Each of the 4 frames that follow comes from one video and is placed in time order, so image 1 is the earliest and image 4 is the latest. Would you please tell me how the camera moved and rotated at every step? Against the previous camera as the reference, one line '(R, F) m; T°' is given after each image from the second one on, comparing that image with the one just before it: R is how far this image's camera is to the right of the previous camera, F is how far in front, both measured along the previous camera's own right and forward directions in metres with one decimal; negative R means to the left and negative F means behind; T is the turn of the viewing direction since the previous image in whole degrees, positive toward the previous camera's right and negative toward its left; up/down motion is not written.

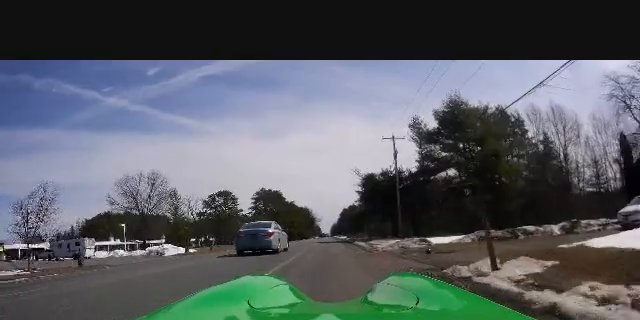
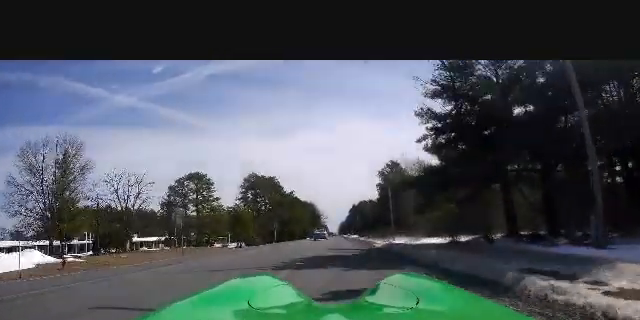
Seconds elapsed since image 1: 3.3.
(+1.0, +27.6) m; -1°
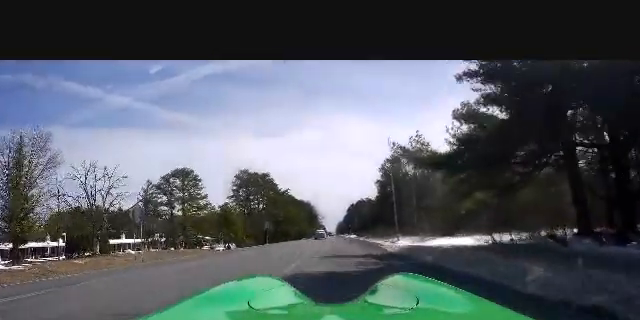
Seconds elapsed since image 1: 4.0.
(+0.2, +5.8) m; +2°
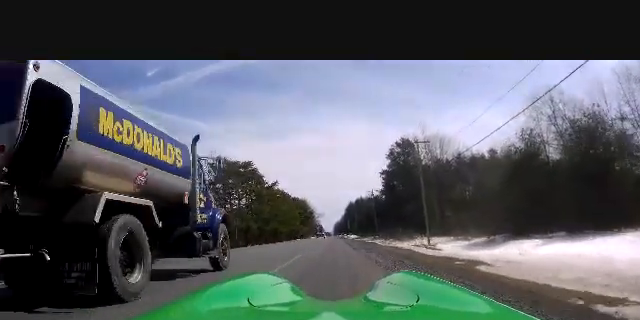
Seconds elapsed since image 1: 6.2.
(+0.4, +18.1) m; +2°
